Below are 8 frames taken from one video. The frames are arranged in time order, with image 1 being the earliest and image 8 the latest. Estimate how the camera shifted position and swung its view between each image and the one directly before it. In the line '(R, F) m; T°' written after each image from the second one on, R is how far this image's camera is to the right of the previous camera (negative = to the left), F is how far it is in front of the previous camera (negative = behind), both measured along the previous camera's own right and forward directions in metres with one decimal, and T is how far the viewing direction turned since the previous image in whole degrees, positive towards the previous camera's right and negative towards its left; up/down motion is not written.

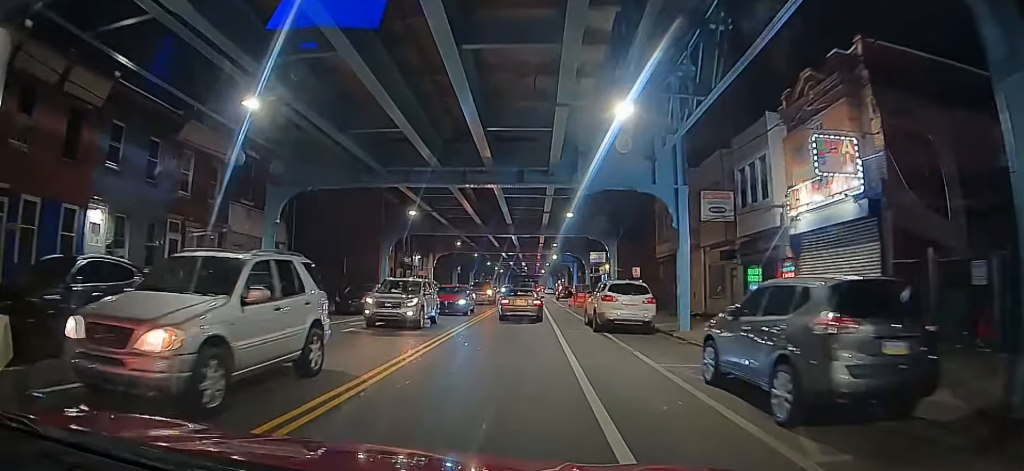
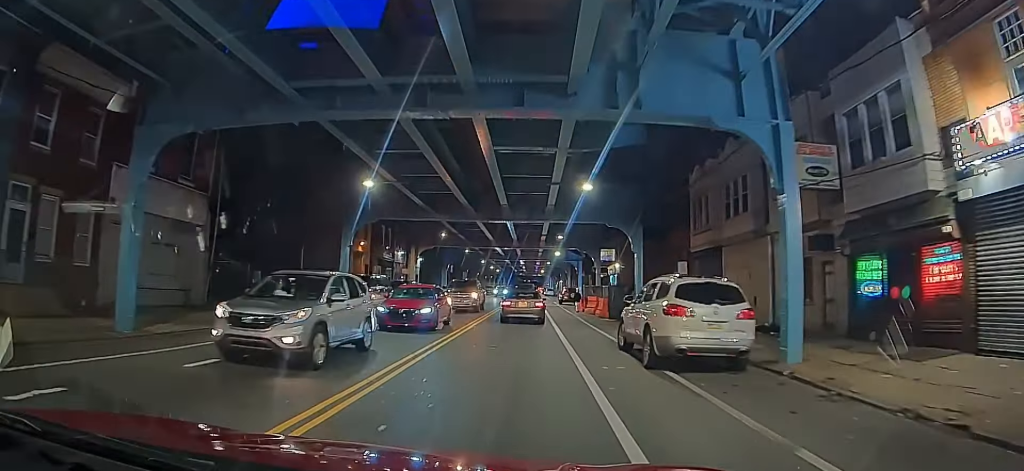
(+0.1, +7.1) m; +2°
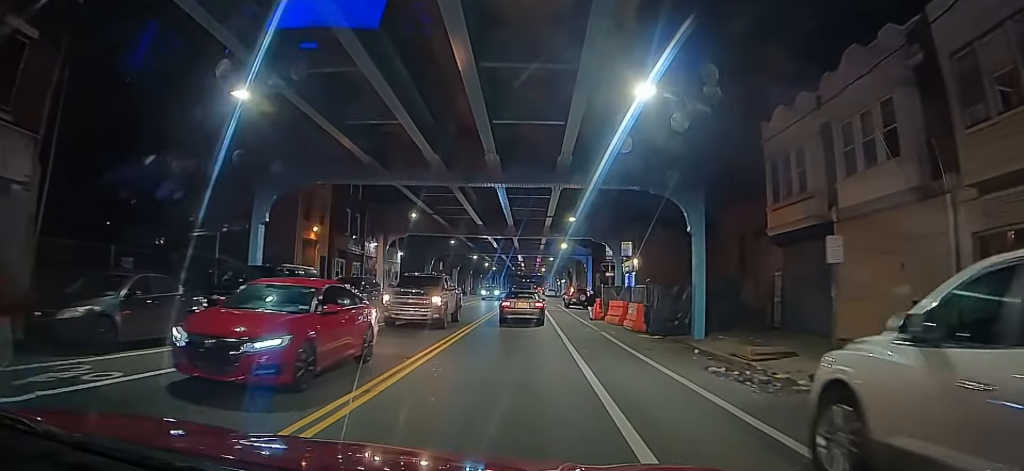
(+0.2, +10.8) m; +1°
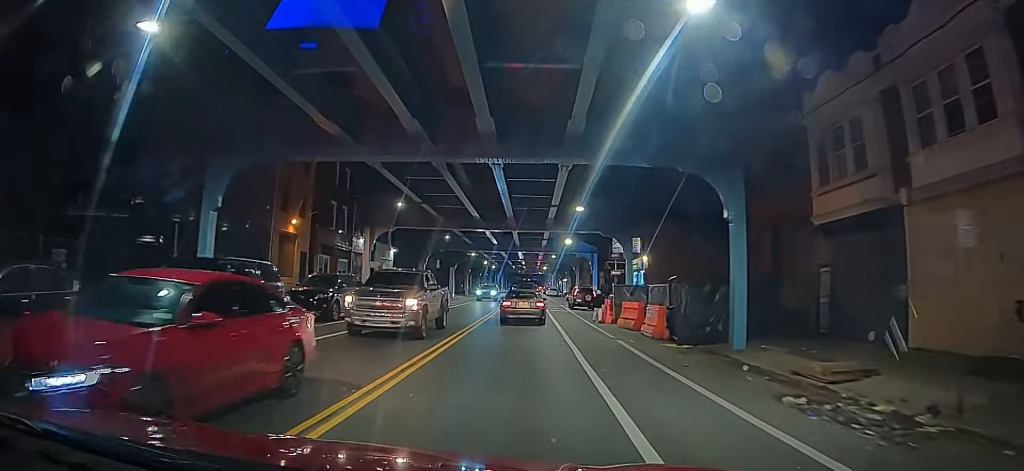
(0.0, +4.1) m; 0°
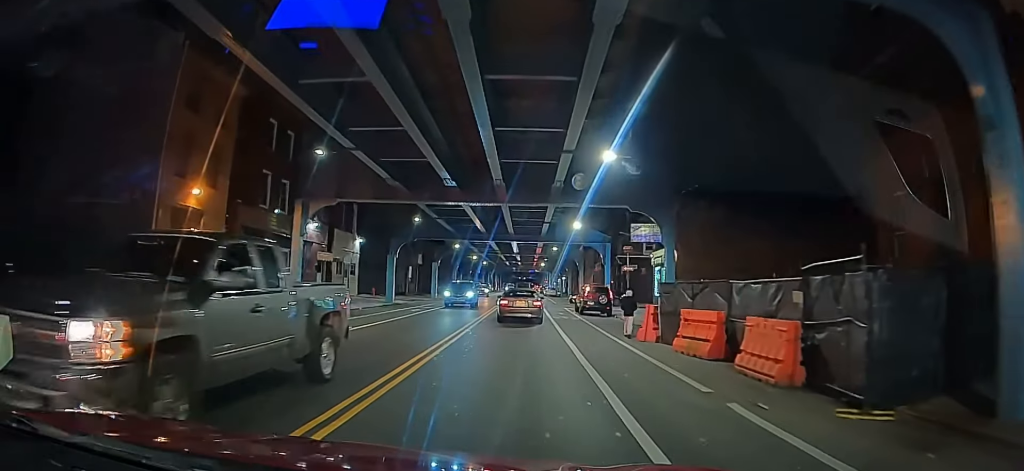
(+0.2, +13.2) m; +2°
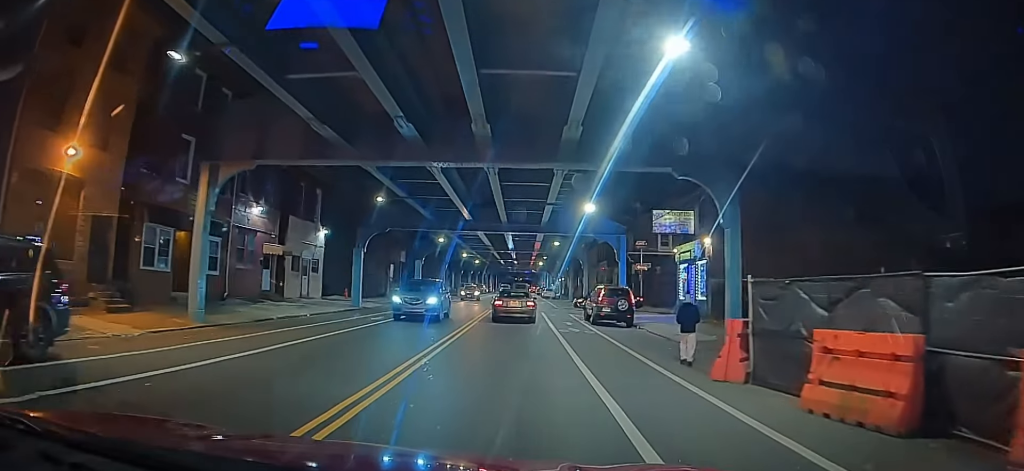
(+0.1, +10.7) m; +1°
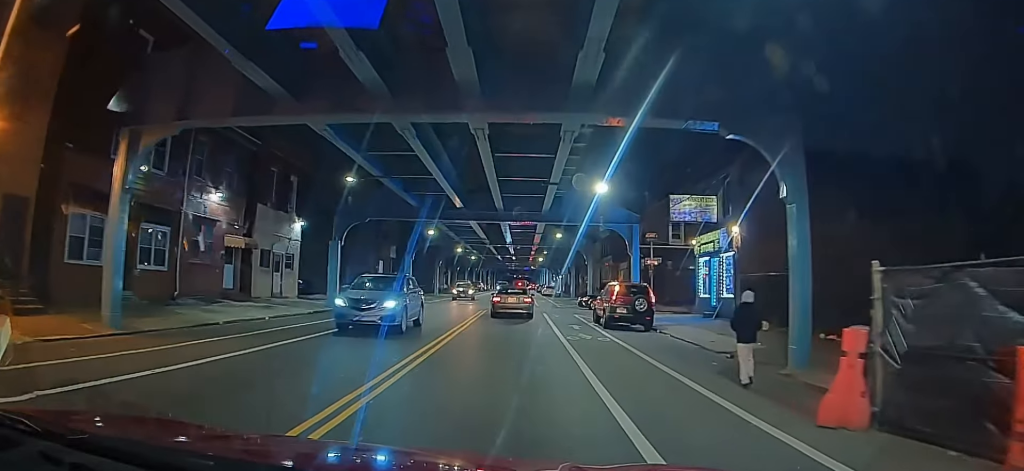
(0.0, +5.2) m; -1°
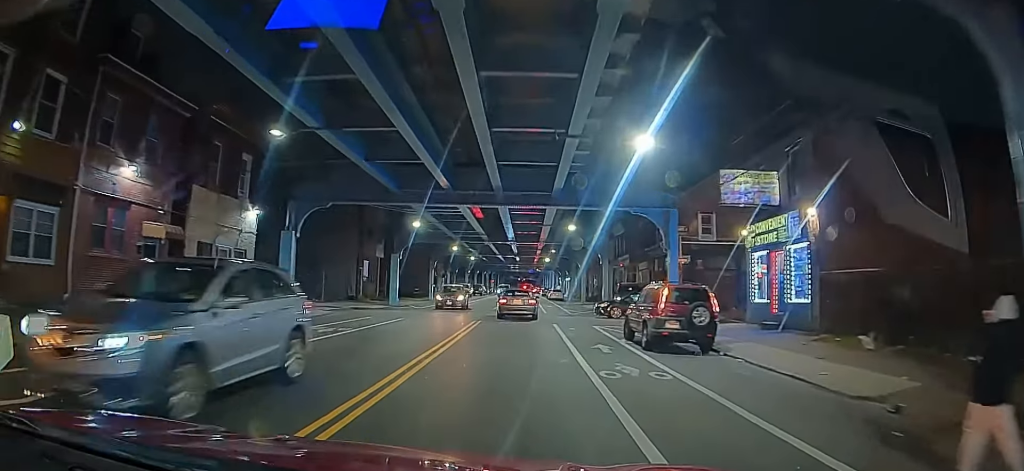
(-0.1, +8.4) m; -1°
